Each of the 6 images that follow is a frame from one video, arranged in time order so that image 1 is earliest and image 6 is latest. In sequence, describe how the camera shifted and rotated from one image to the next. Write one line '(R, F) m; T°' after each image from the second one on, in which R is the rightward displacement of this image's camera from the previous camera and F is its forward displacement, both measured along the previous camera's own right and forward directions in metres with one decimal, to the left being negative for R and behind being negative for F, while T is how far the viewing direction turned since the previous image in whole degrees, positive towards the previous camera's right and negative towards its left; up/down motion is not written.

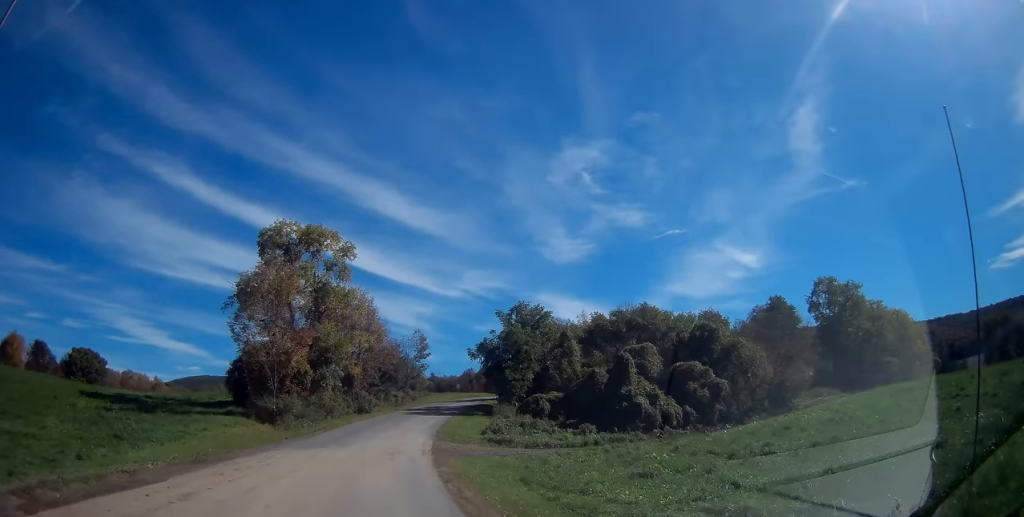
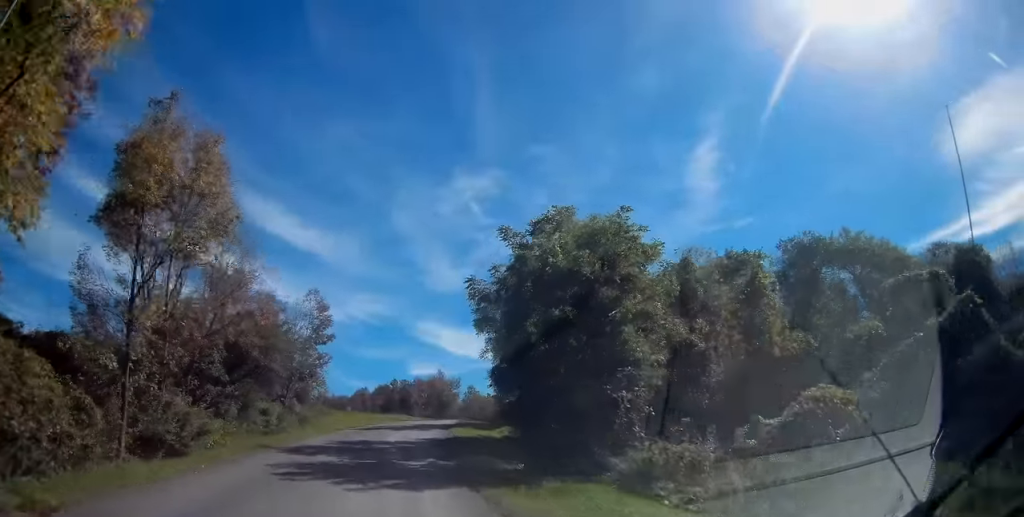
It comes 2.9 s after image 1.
(+3.2, +39.7) m; +9°
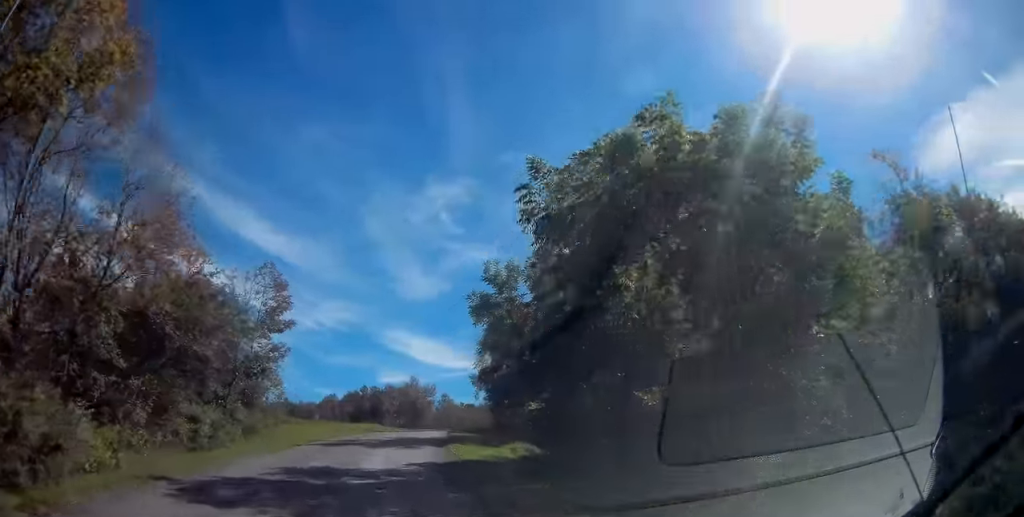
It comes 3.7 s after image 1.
(+0.1, +9.9) m; +5°
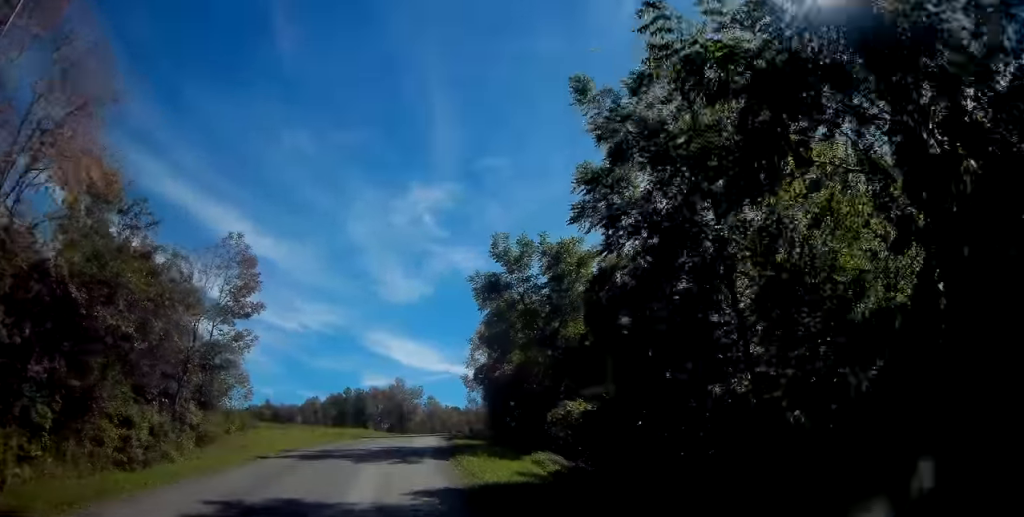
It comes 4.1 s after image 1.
(+0.5, +6.2) m; +2°
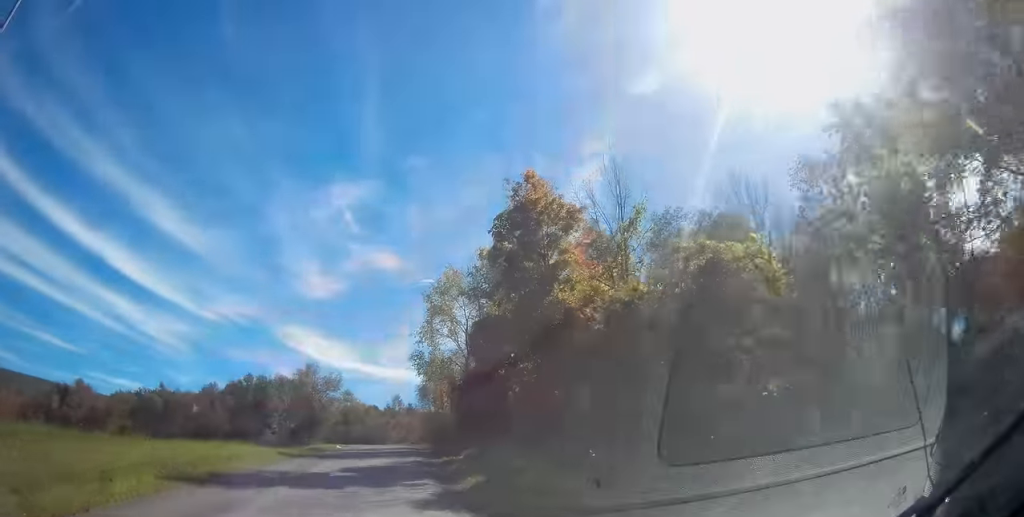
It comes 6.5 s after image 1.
(+1.9, +30.6) m; +8°
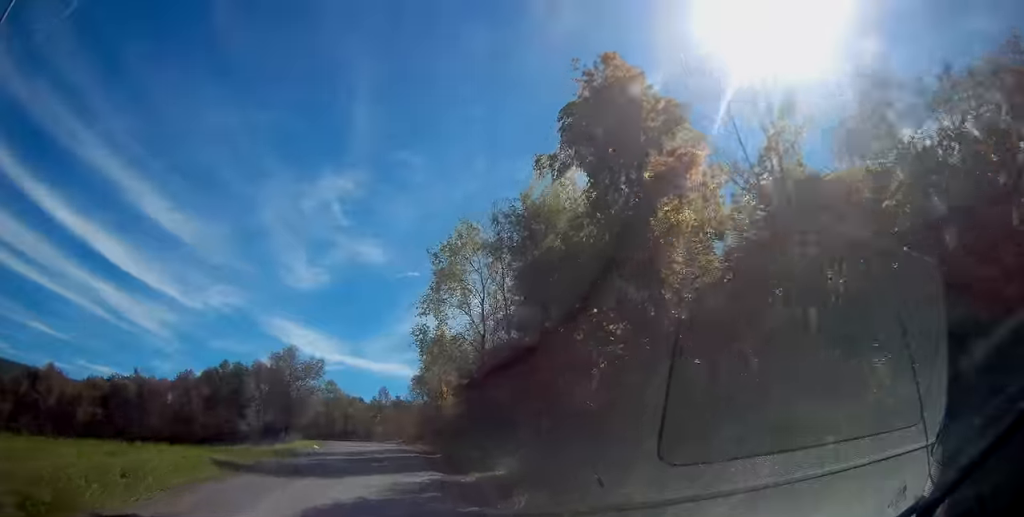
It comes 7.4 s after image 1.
(+0.3, +10.7) m; +3°
